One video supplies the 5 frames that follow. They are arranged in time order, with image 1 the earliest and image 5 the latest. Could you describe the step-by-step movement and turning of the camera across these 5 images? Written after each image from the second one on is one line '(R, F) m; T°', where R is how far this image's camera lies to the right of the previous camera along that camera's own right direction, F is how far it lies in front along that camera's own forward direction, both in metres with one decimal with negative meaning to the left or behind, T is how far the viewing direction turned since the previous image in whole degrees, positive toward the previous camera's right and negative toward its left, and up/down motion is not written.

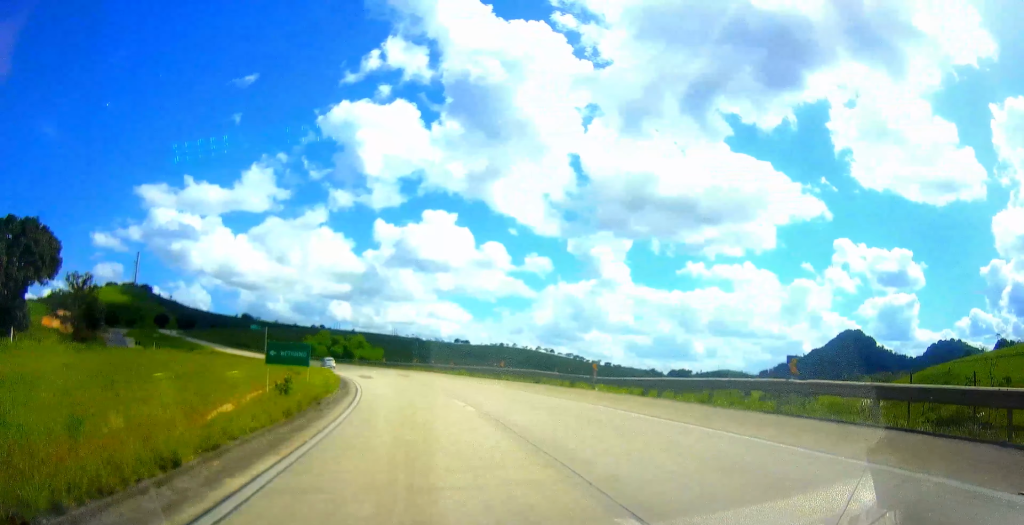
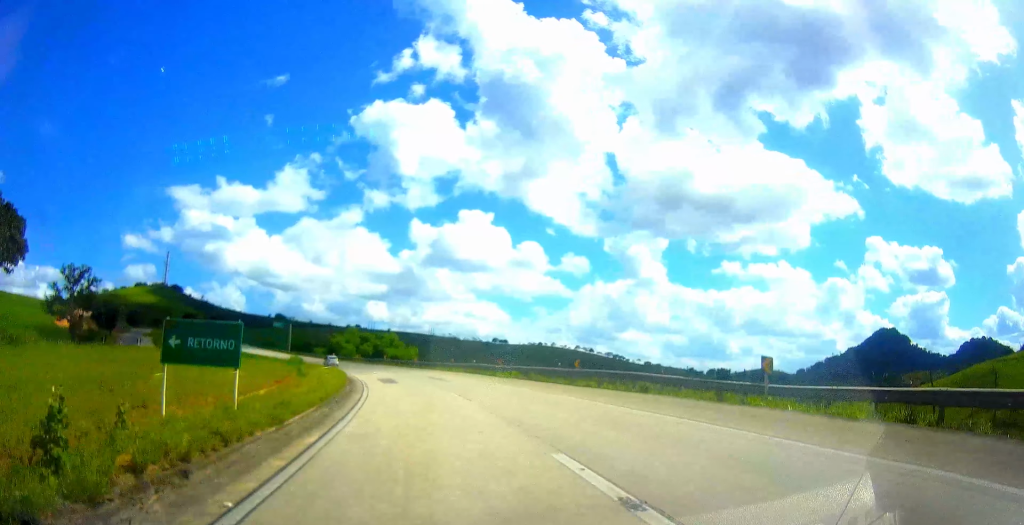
(-0.5, +13.6) m; -3°
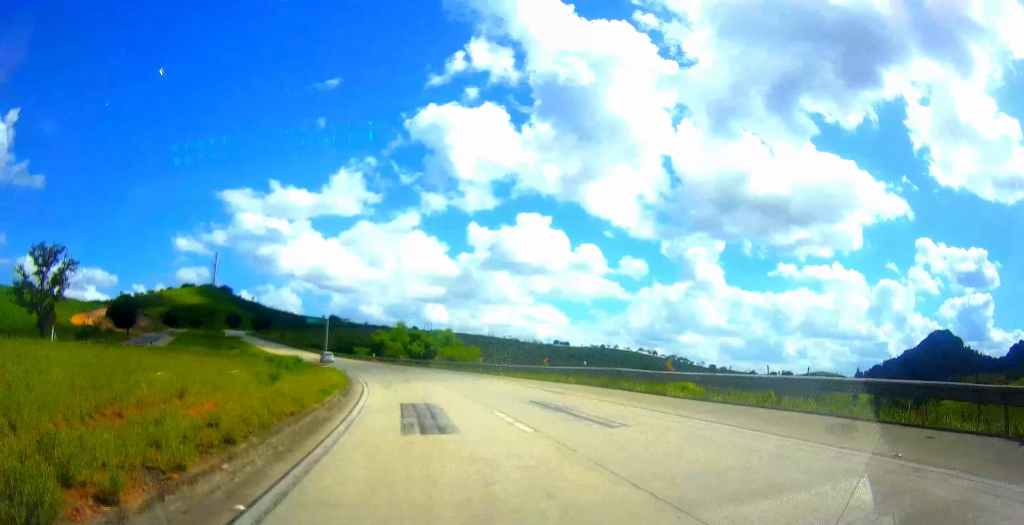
(-0.4, +26.3) m; -5°
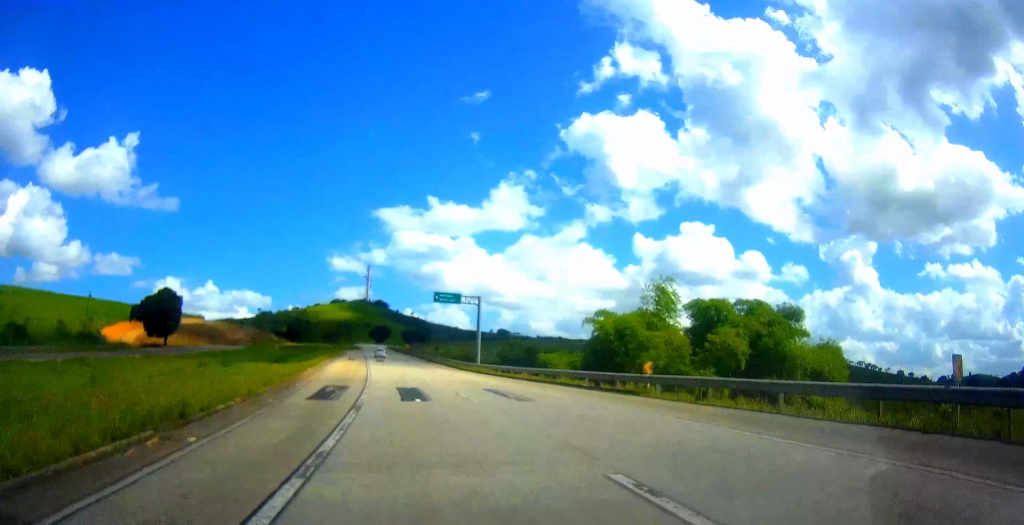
(-12.3, +75.6) m; -16°
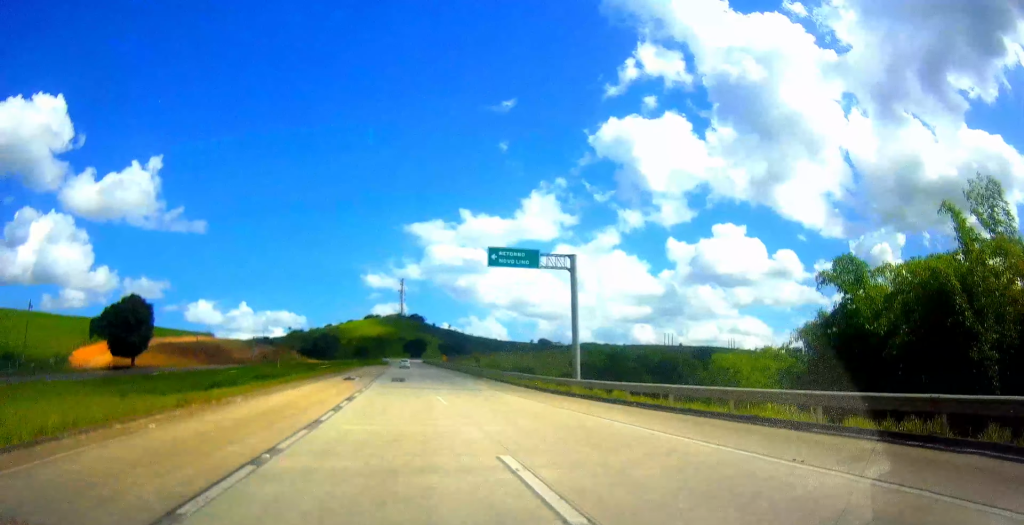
(-1.6, +30.1) m; -5°
